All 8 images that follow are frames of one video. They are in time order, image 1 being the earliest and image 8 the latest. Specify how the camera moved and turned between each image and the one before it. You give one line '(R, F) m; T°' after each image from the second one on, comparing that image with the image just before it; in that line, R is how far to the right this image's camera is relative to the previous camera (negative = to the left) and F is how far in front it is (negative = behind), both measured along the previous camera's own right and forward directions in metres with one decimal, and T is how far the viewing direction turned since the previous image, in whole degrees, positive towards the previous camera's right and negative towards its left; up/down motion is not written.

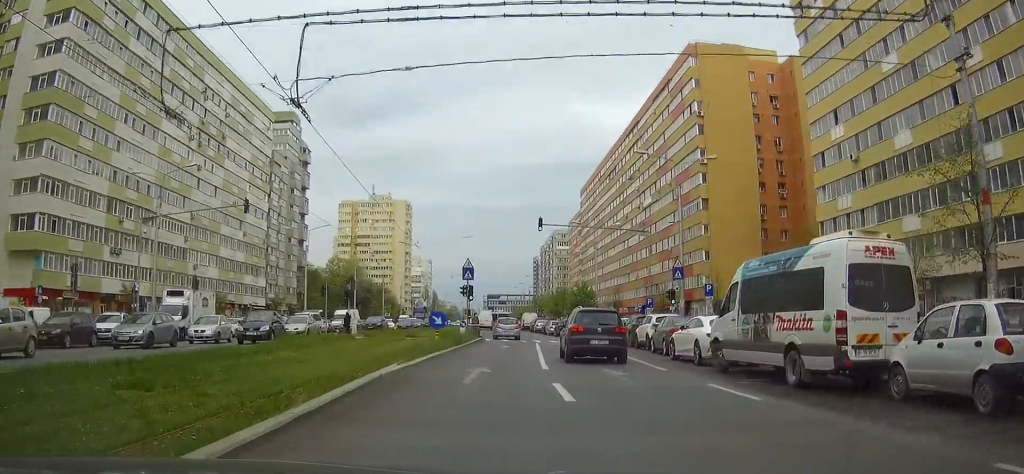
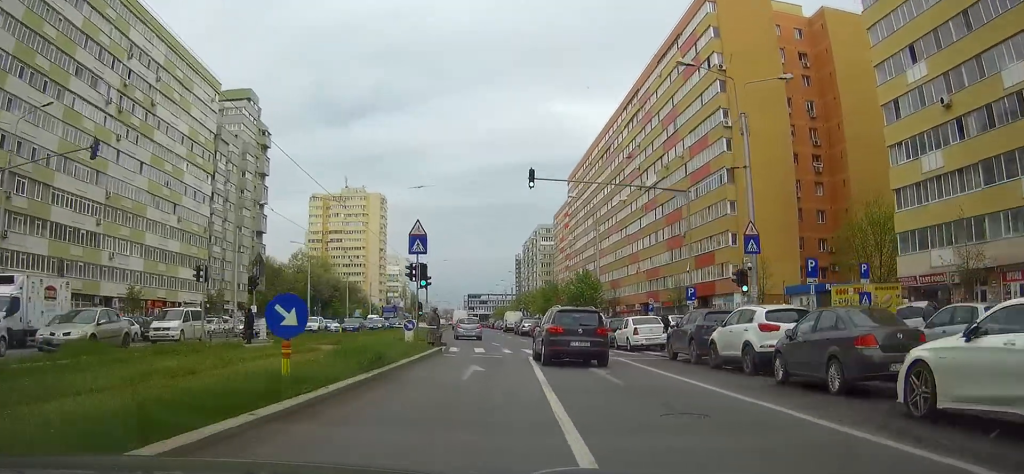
(+0.5, +15.7) m; +2°
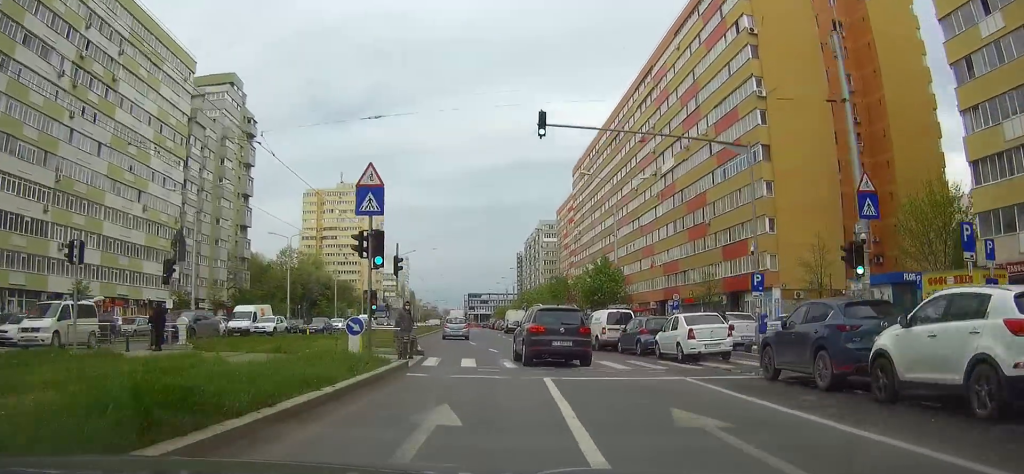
(+0.1, +9.4) m; 0°
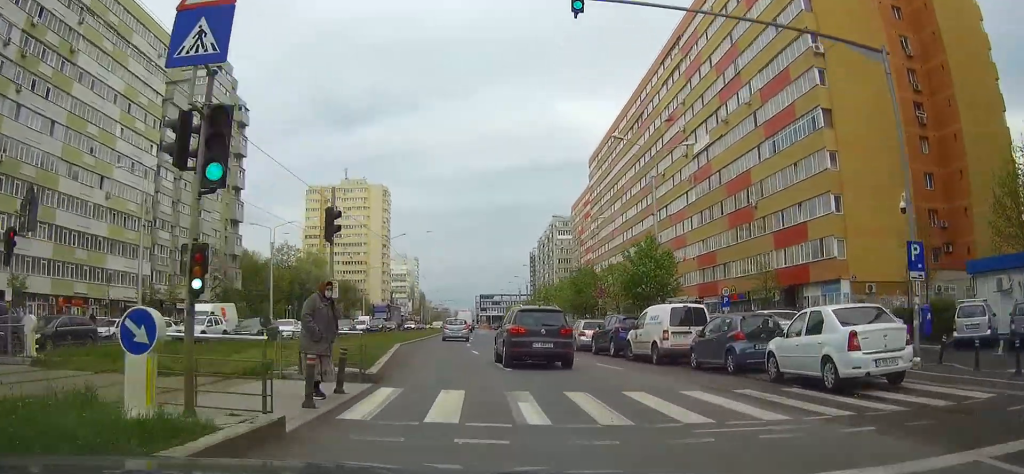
(0.0, +10.4) m; -1°
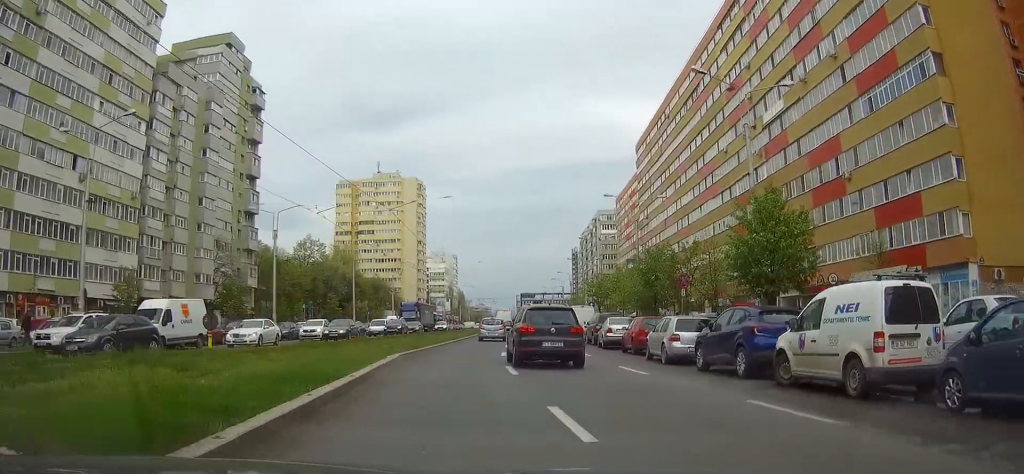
(-0.1, +10.9) m; -2°
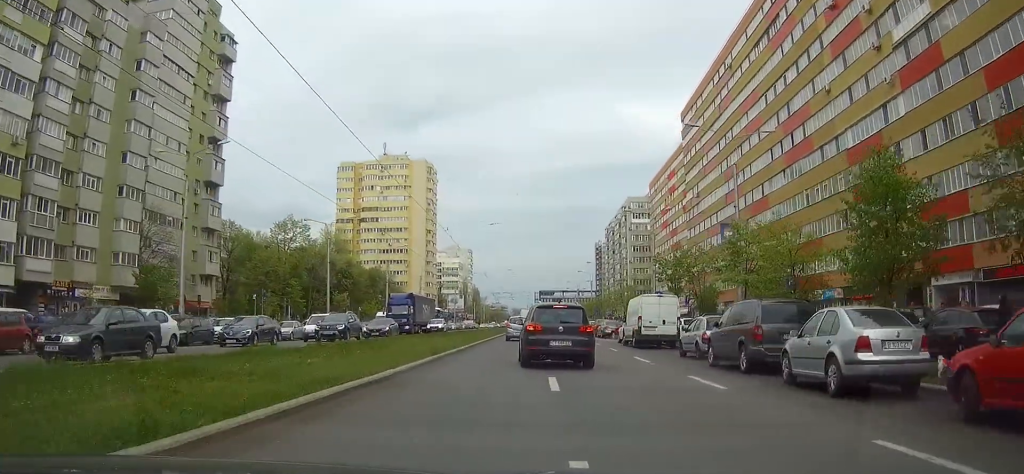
(-0.6, +21.7) m; -2°
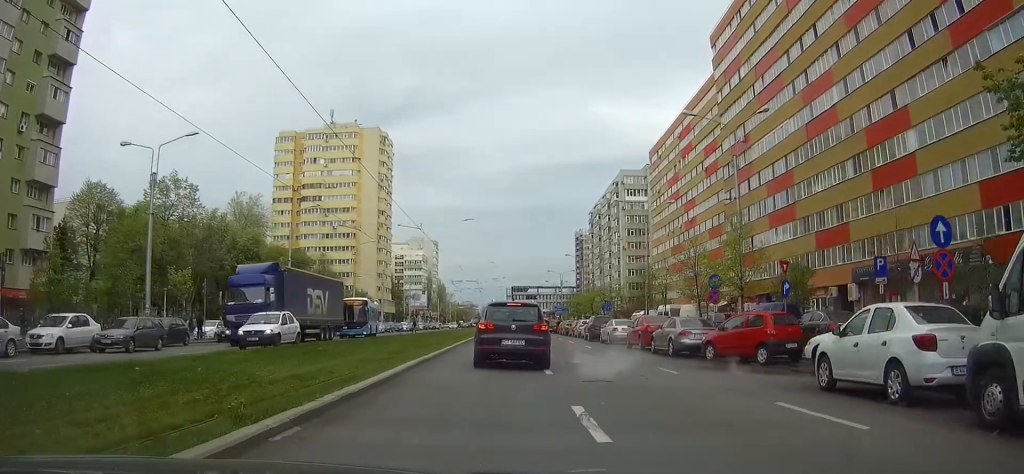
(+0.4, +32.2) m; +2°
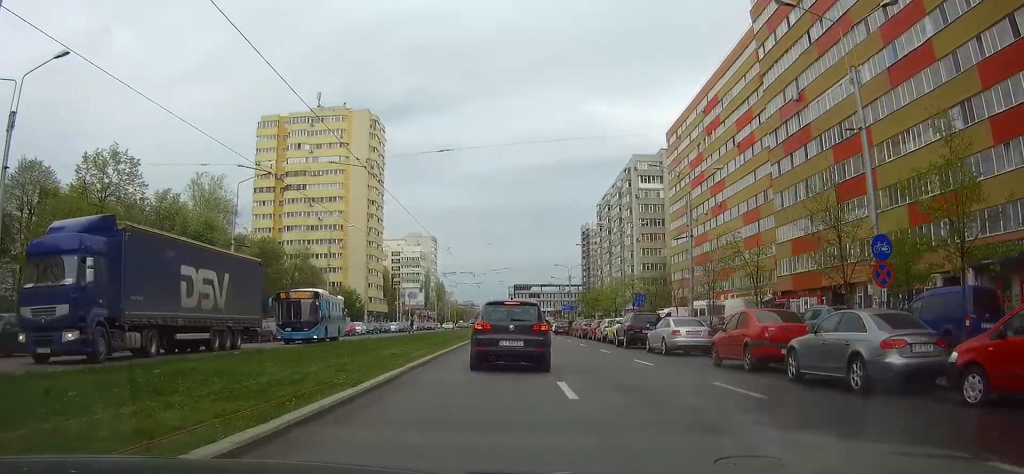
(+0.1, +14.2) m; 0°
